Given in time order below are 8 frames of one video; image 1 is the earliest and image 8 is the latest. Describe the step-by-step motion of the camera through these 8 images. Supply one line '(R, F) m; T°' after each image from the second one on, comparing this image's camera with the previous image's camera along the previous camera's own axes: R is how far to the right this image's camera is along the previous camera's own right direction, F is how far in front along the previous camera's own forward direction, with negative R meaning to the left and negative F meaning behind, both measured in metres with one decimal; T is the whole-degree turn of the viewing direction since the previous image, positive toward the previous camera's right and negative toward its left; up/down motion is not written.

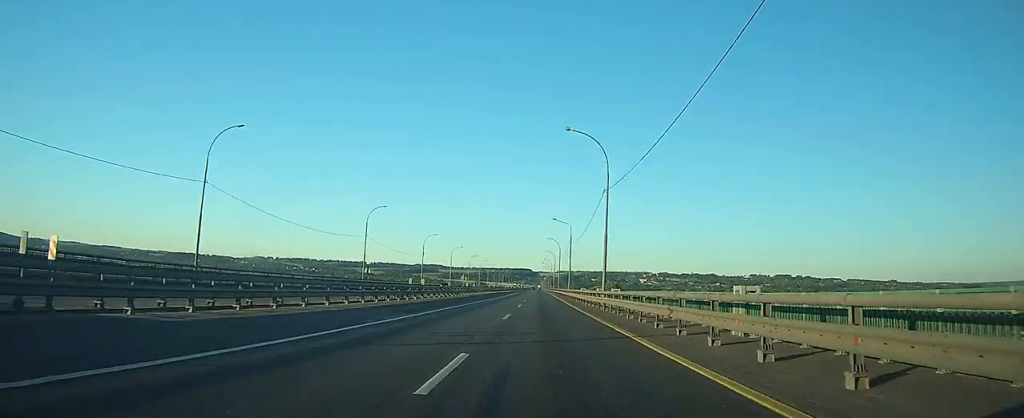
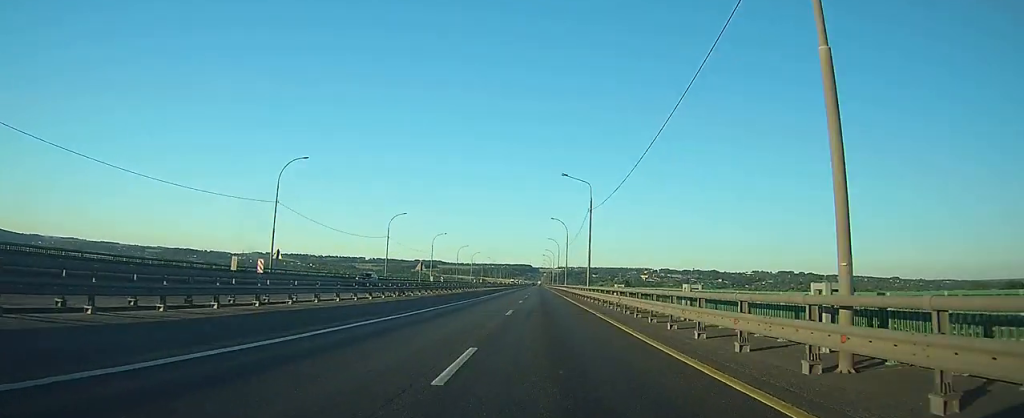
(0.0, +31.8) m; 0°
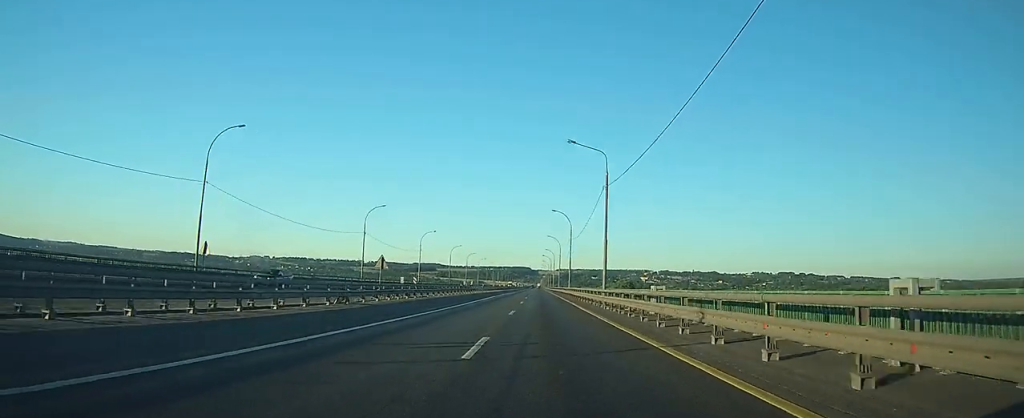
(0.0, +13.5) m; 0°
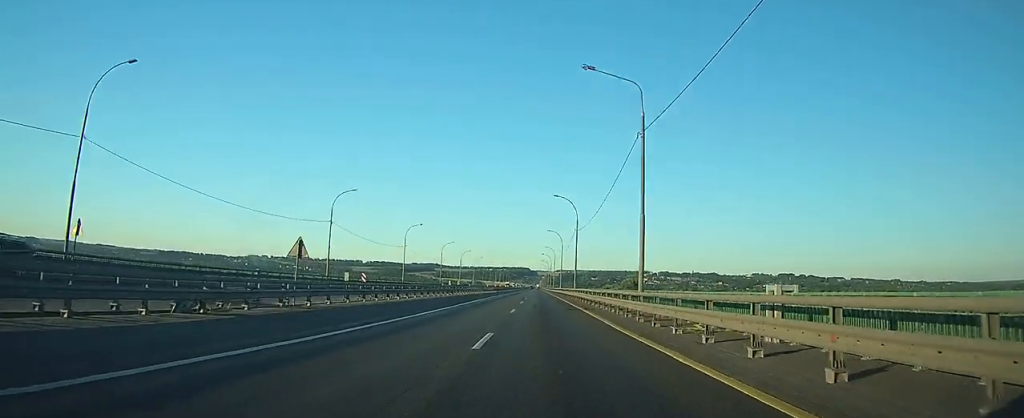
(0.0, +14.5) m; 0°
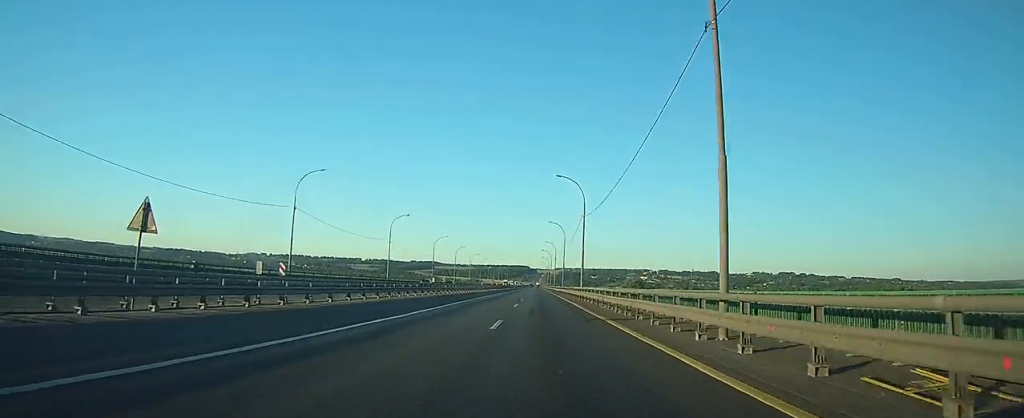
(0.0, +11.5) m; 0°
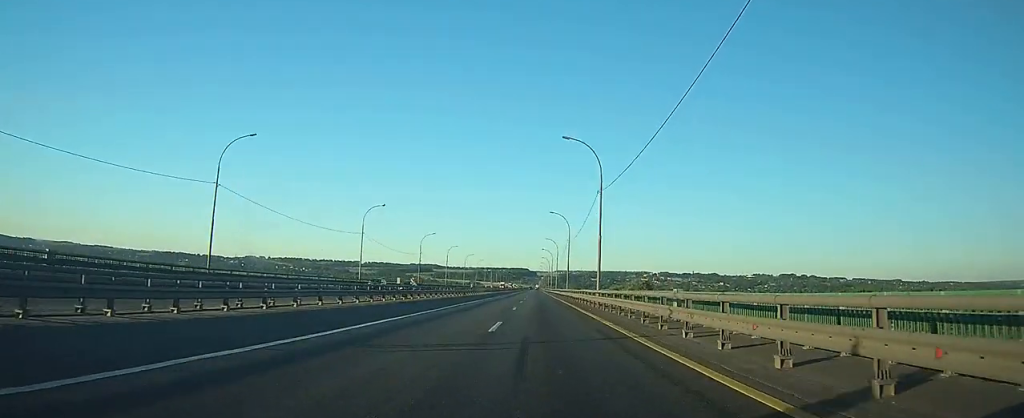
(+0.1, +16.4) m; 0°
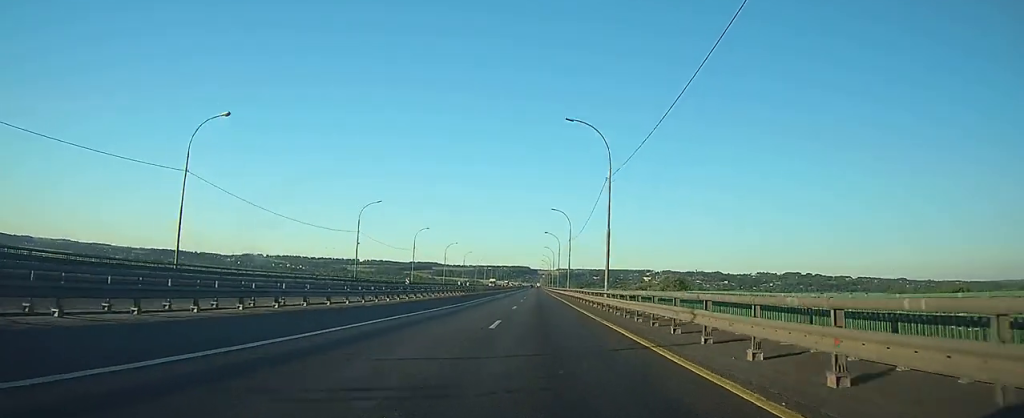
(-0.2, +47.0) m; 0°
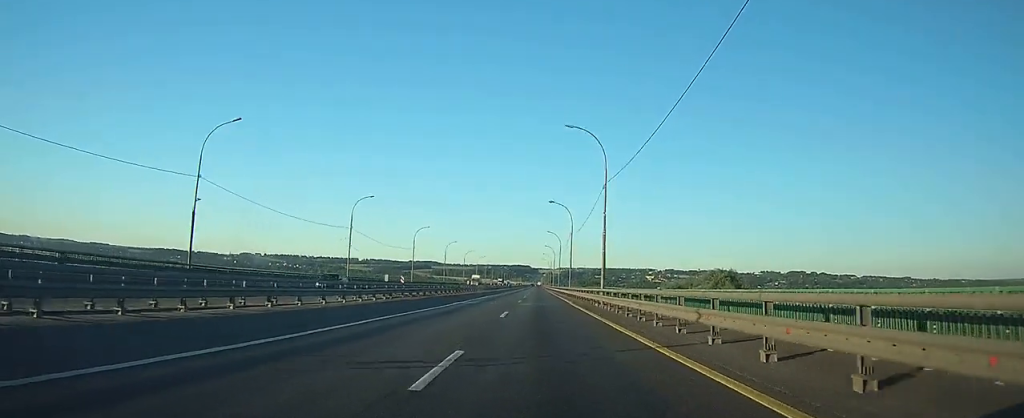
(+0.1, +42.8) m; 0°
